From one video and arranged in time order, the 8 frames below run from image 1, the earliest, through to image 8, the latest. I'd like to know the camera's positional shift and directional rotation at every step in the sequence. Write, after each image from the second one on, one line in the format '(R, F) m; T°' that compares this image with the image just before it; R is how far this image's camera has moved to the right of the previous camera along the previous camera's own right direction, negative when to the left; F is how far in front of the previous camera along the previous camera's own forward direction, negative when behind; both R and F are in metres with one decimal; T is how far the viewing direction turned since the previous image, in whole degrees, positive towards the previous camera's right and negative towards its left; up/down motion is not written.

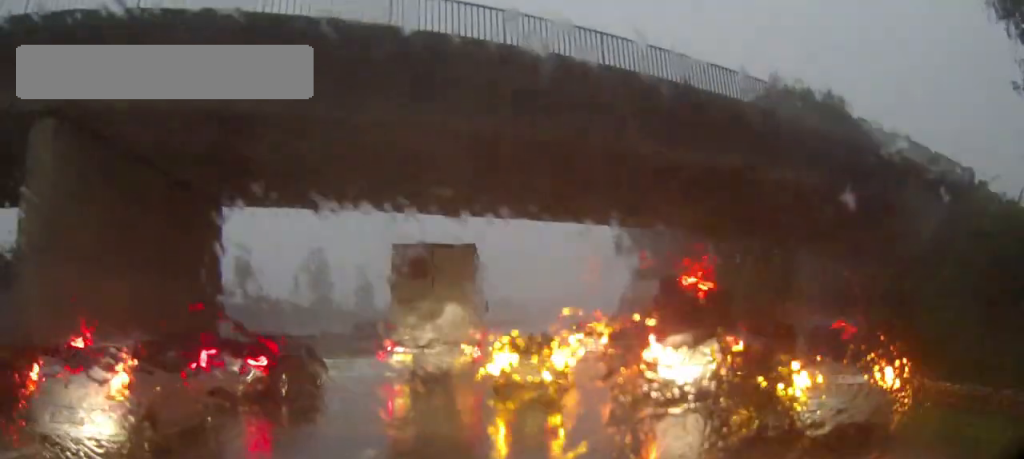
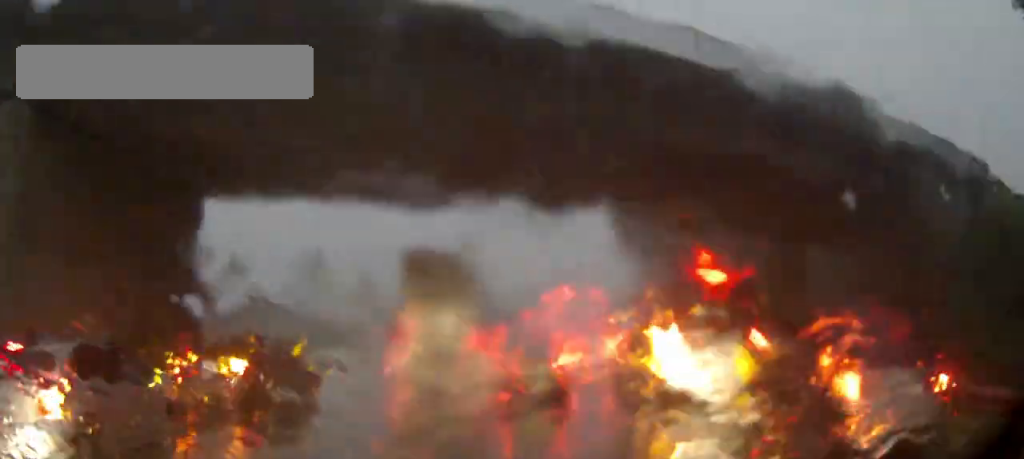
(0.0, +1.4) m; -1°
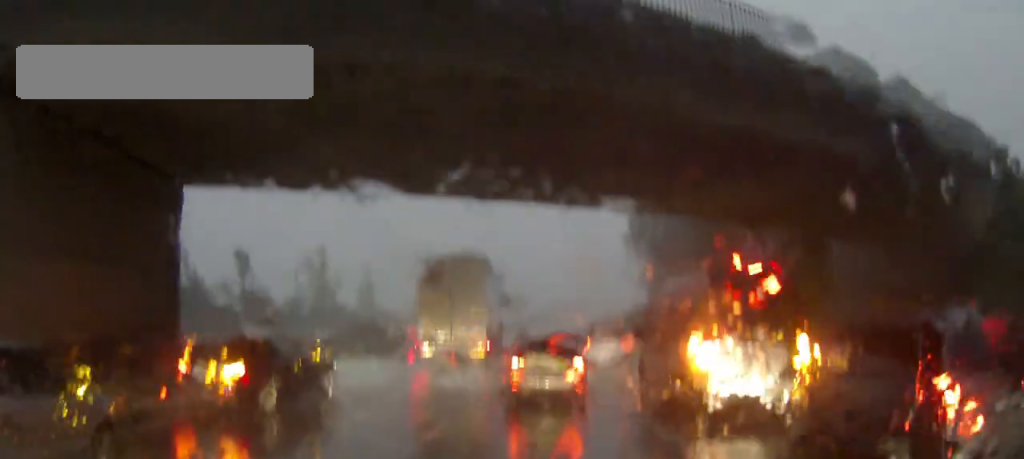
(0.0, +1.9) m; -2°
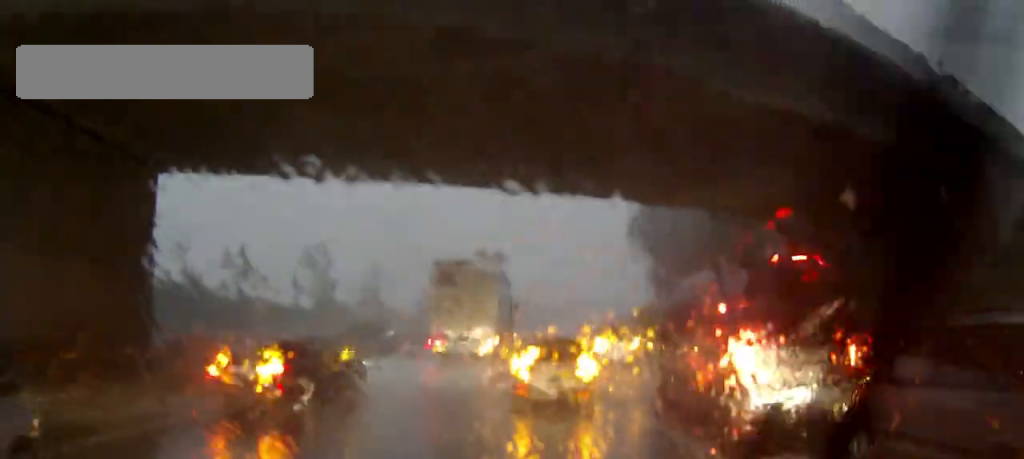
(-0.1, +1.6) m; -2°
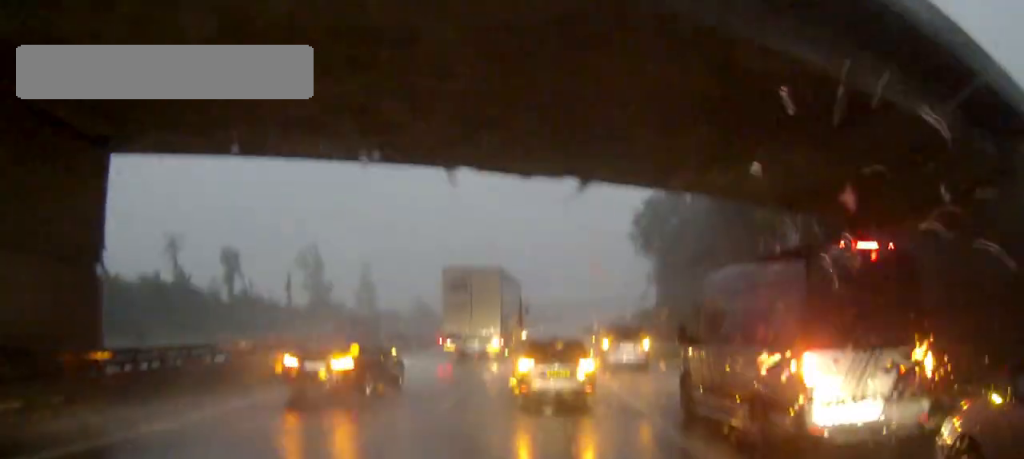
(0.0, +2.2) m; -1°
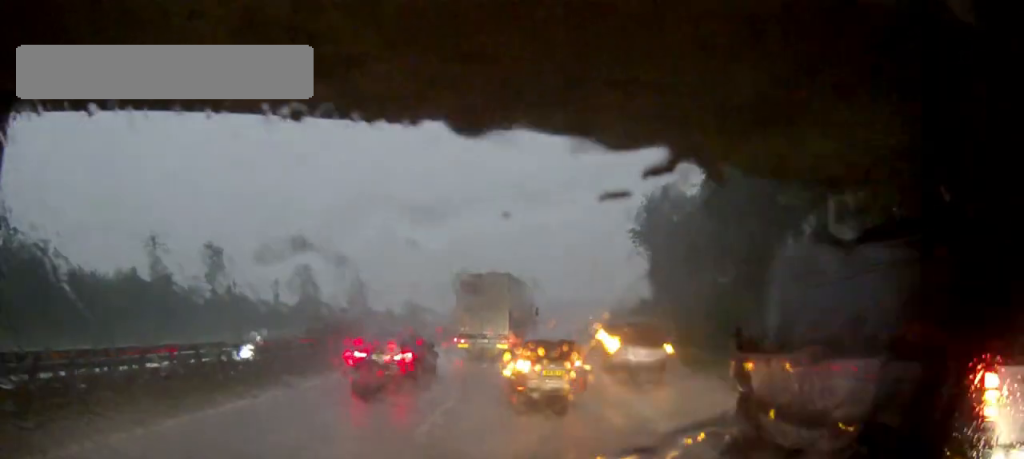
(0.0, +3.7) m; 0°
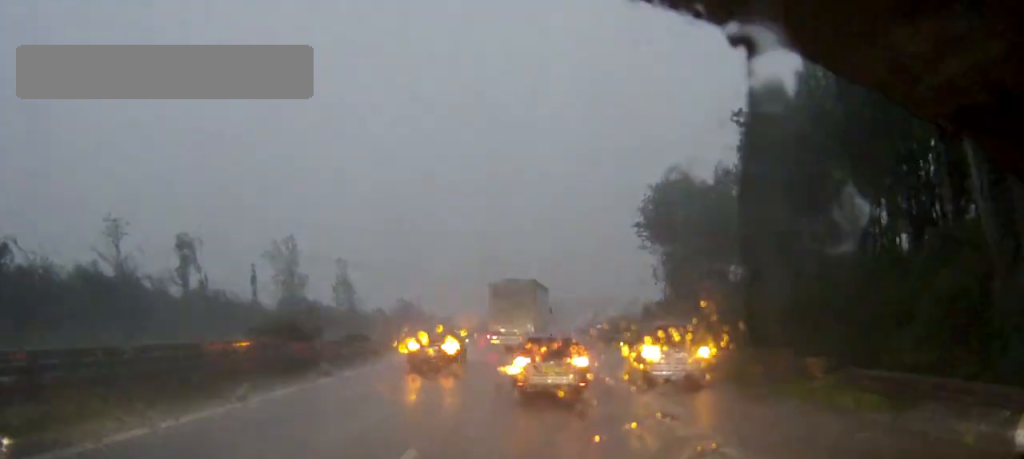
(+0.2, +7.2) m; +3°
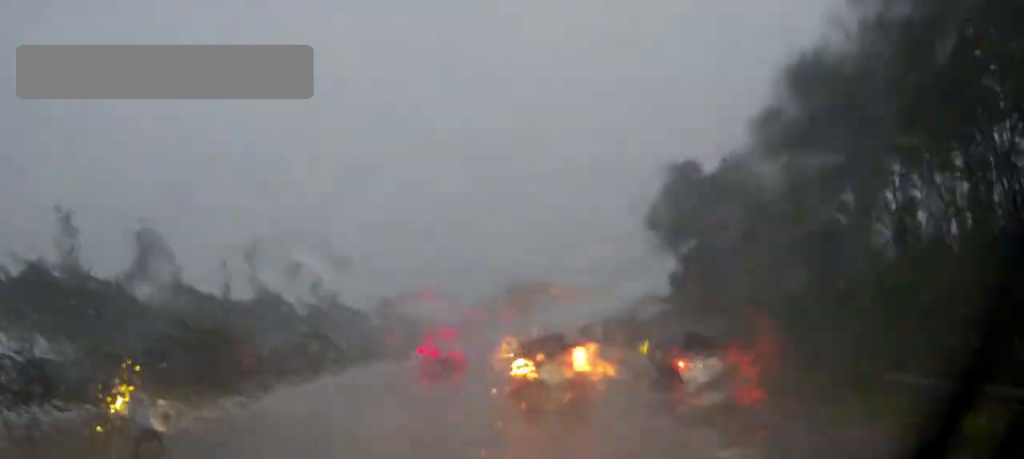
(0.0, +6.9) m; 0°
